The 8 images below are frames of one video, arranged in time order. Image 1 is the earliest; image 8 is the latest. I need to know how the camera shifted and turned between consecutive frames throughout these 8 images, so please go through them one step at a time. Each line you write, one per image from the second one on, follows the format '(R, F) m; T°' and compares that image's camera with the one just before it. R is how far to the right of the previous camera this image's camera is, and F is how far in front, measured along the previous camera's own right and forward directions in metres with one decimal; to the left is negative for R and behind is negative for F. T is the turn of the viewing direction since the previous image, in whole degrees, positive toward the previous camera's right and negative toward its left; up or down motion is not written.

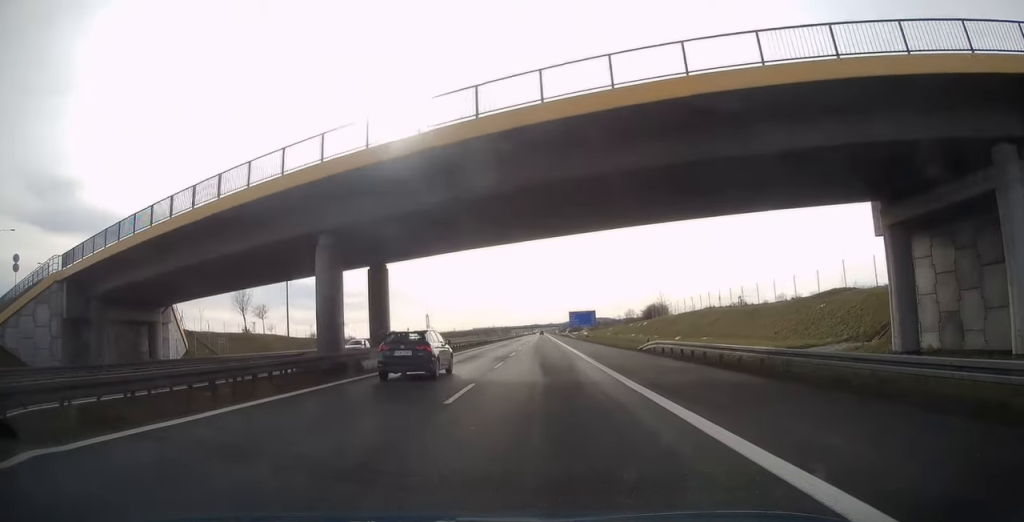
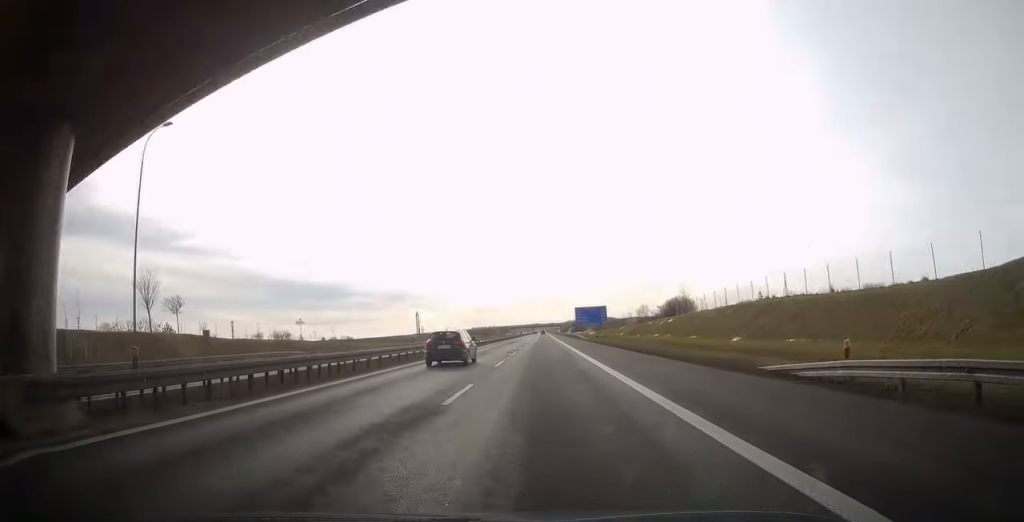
(0.0, +23.2) m; 0°
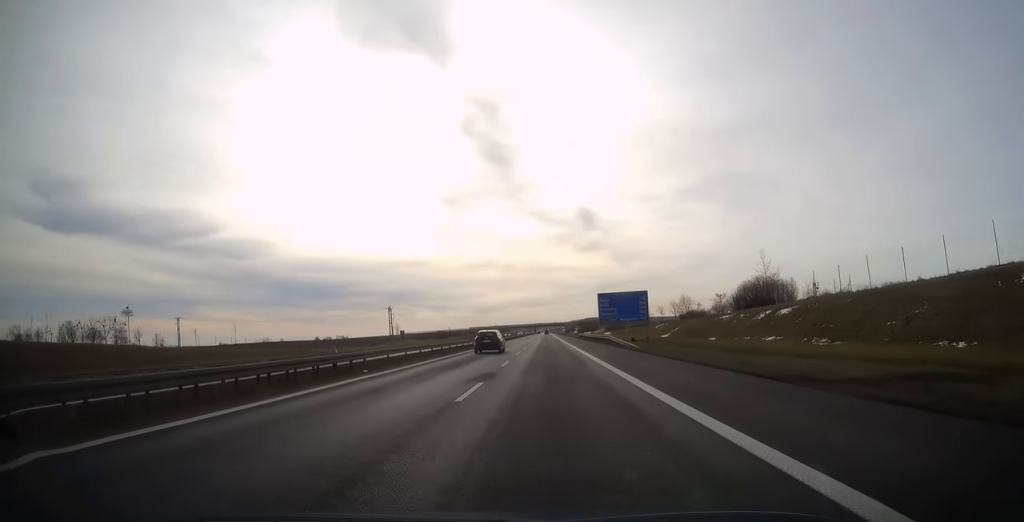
(0.0, +46.7) m; 0°
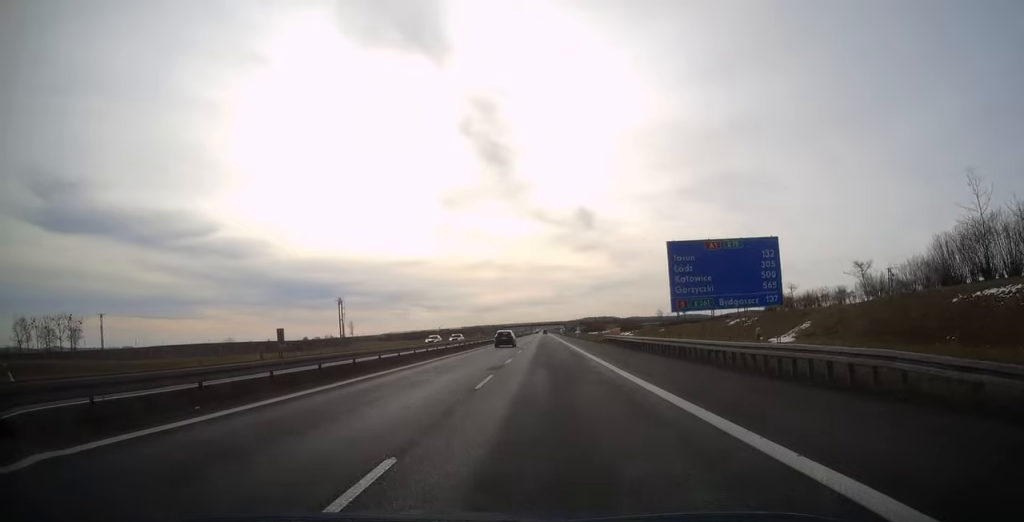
(0.0, +45.3) m; 0°
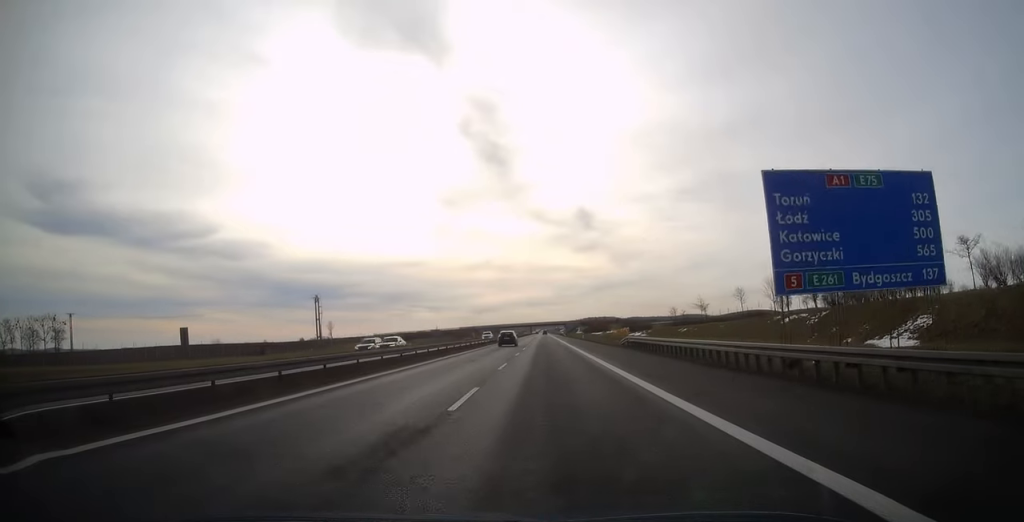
(0.0, +15.3) m; 0°
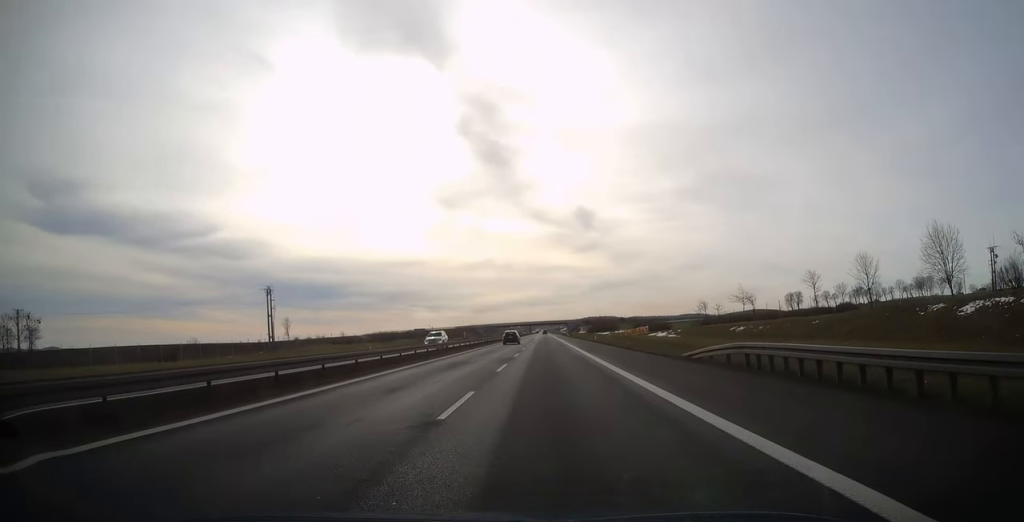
(0.0, +24.0) m; 0°
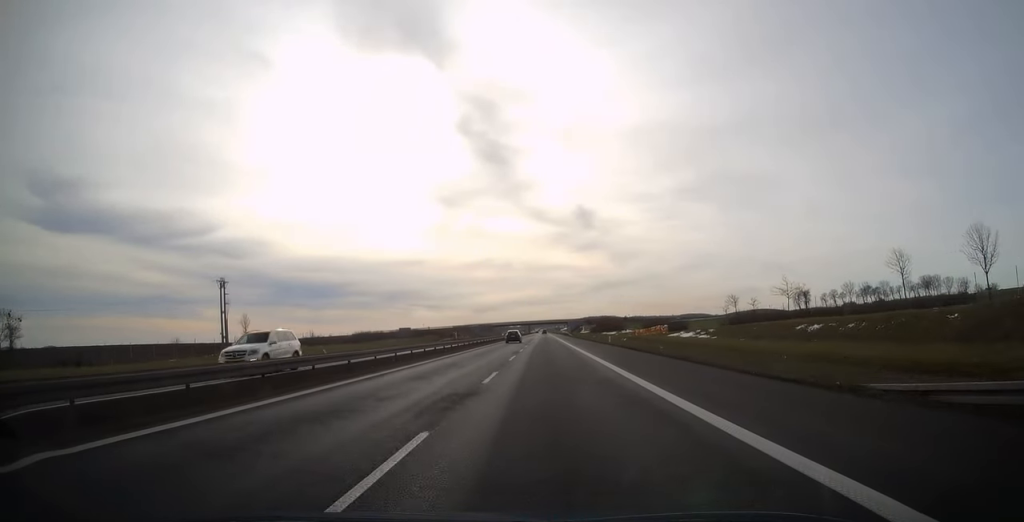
(0.0, +16.9) m; 0°
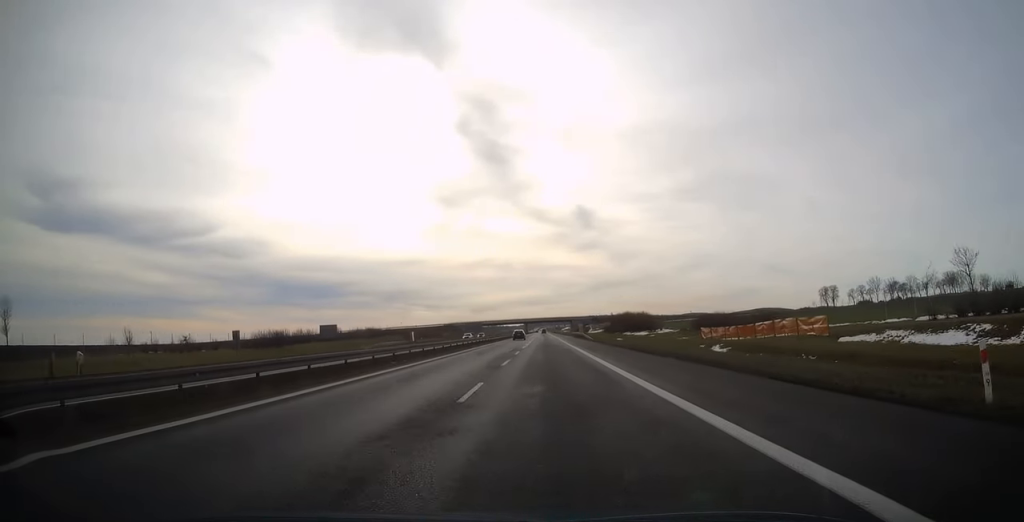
(0.0, +52.1) m; 0°
